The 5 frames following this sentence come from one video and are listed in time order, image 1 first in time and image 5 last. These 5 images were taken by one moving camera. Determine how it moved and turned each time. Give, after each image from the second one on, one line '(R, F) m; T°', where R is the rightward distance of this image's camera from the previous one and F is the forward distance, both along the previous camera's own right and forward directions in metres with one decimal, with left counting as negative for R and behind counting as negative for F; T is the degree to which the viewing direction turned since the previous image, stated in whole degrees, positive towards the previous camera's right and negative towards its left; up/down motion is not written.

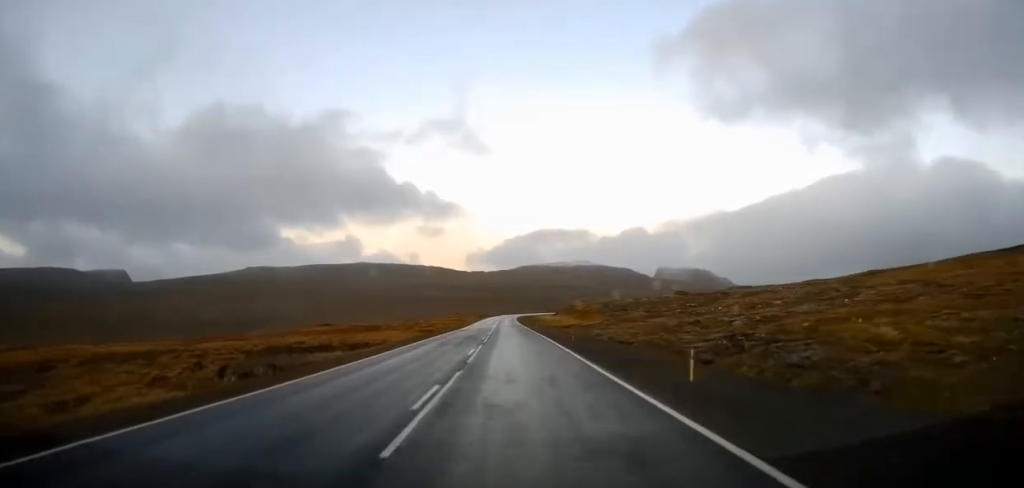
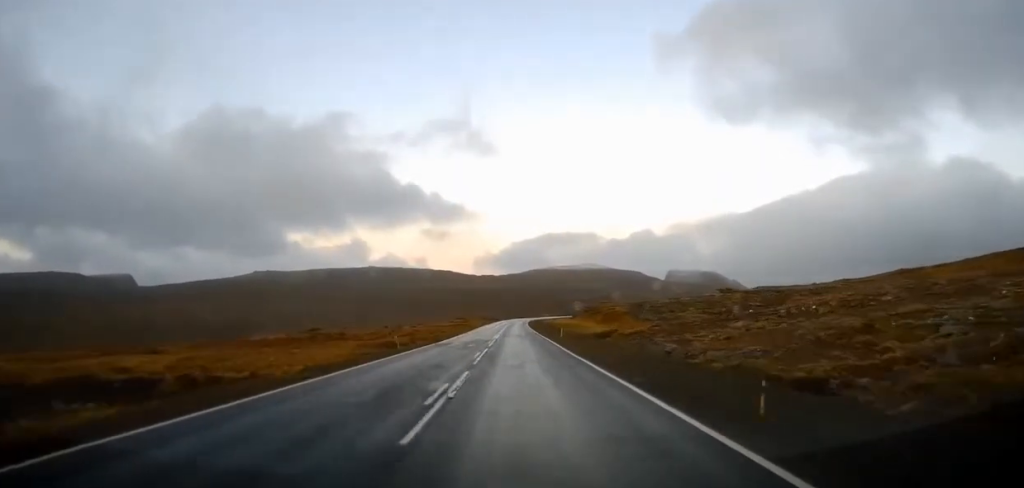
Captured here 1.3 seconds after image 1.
(-1.1, +23.5) m; -2°
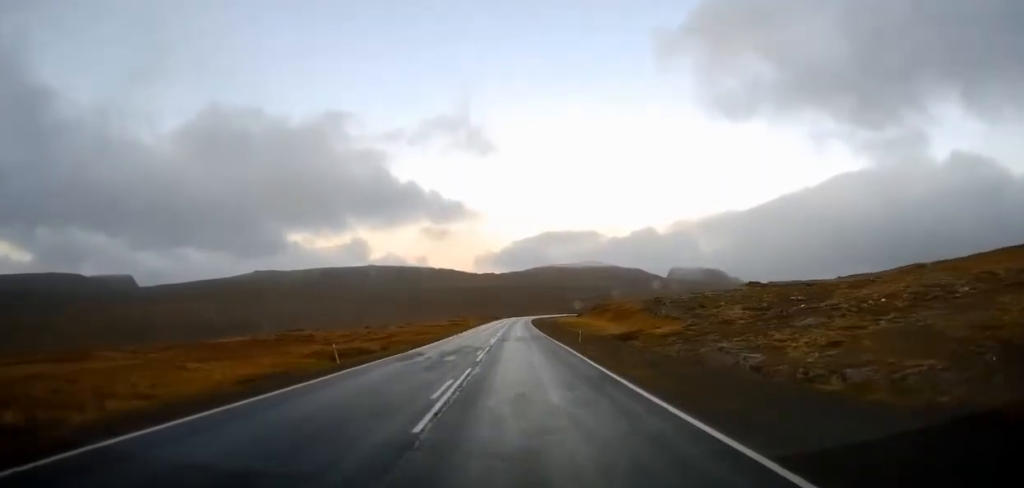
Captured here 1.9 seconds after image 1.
(+0.4, +11.3) m; +1°
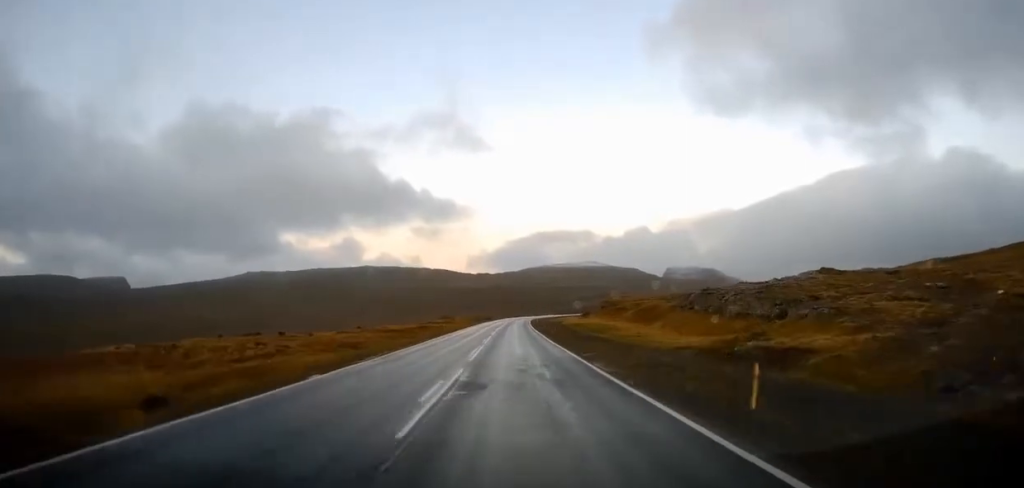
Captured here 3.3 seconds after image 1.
(+0.2, +24.4) m; -1°
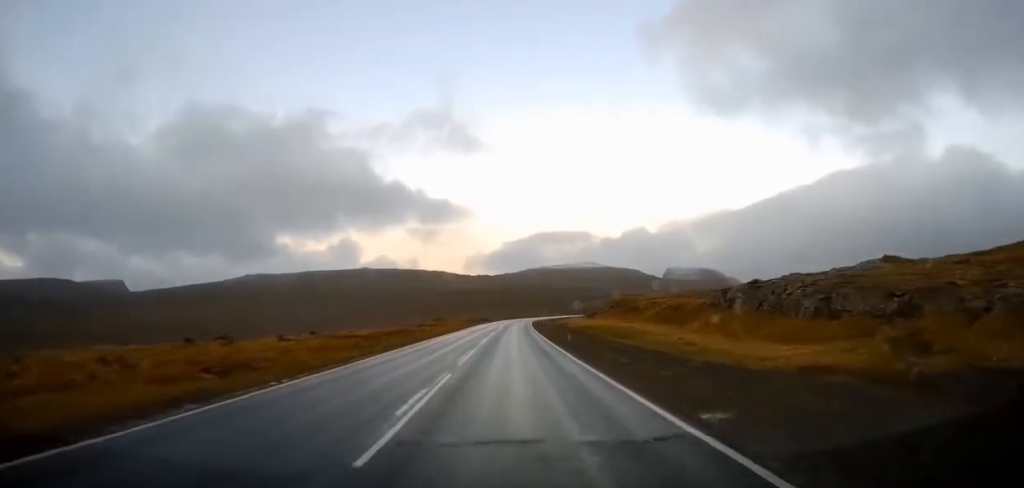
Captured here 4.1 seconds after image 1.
(-0.4, +13.6) m; 0°
